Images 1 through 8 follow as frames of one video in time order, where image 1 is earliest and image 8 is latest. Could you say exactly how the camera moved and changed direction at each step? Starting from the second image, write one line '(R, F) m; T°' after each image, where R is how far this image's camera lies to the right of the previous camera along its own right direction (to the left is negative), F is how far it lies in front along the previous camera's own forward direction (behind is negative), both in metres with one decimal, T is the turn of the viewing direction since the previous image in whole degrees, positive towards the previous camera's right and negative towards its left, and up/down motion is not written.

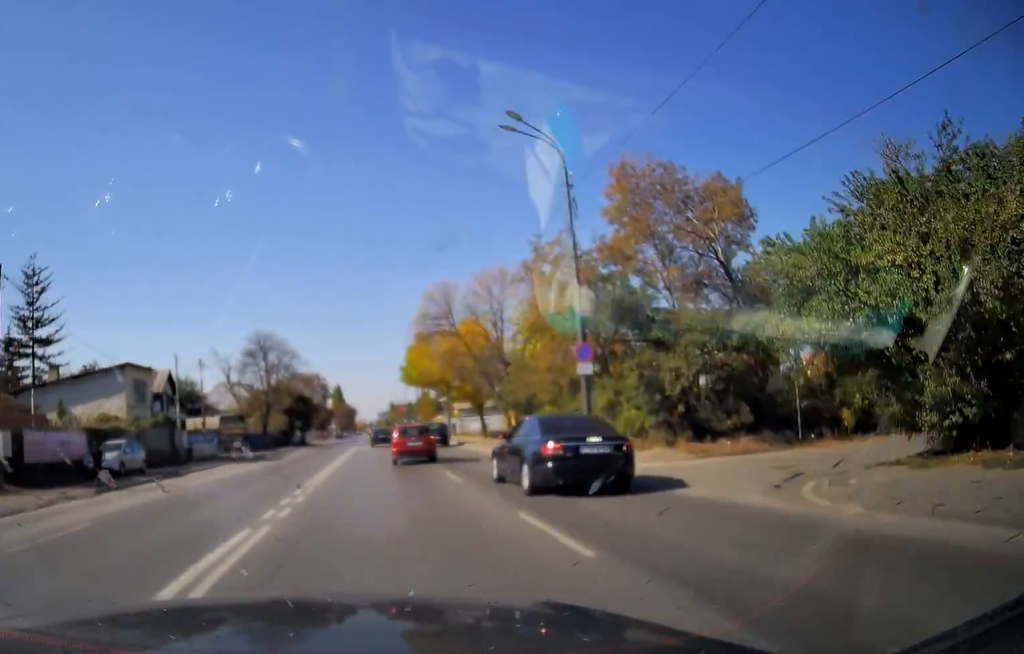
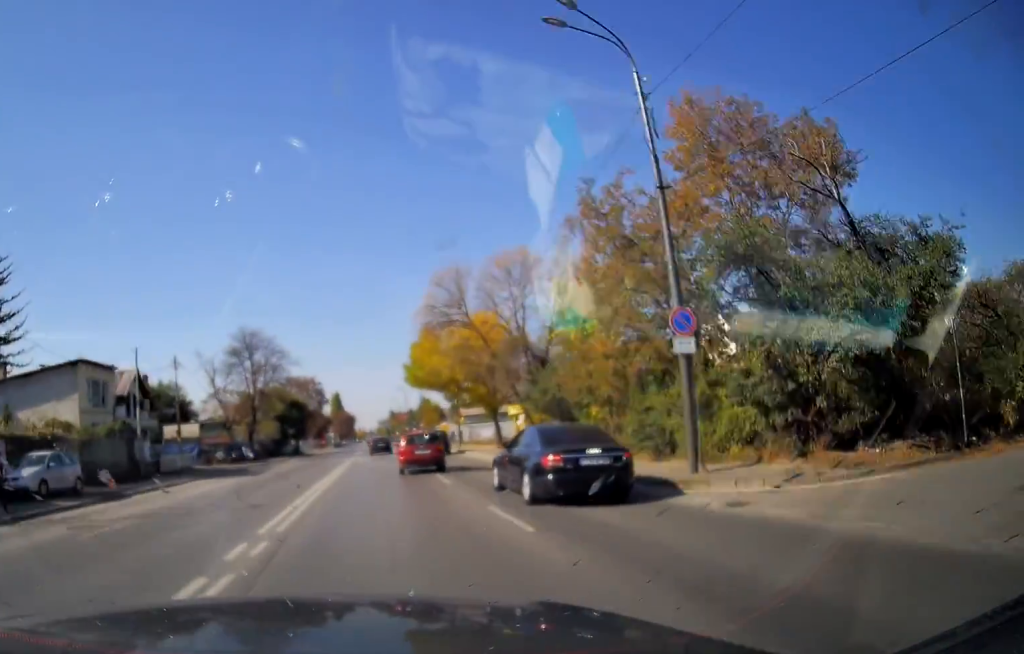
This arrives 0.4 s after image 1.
(+0.1, +6.6) m; 0°
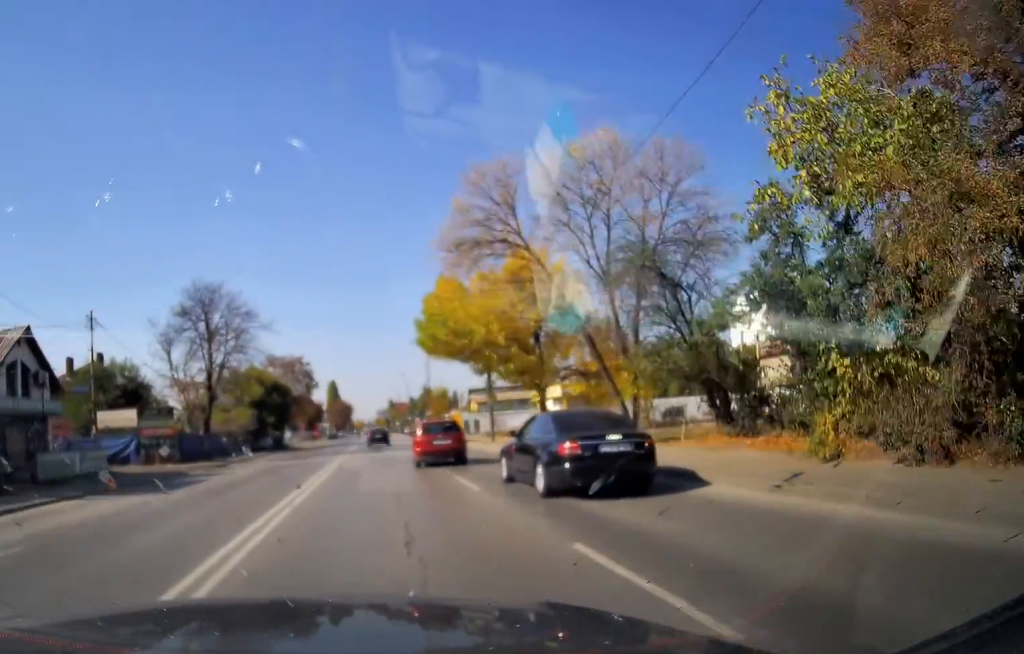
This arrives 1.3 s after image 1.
(-0.1, +13.7) m; 0°
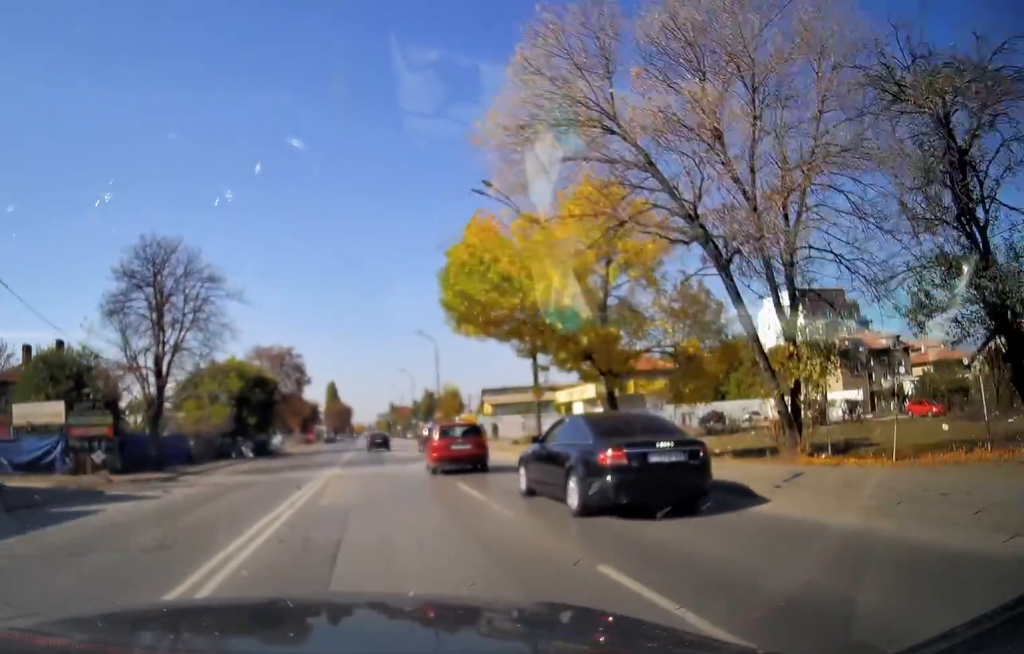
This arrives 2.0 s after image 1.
(+0.1, +9.6) m; +1°
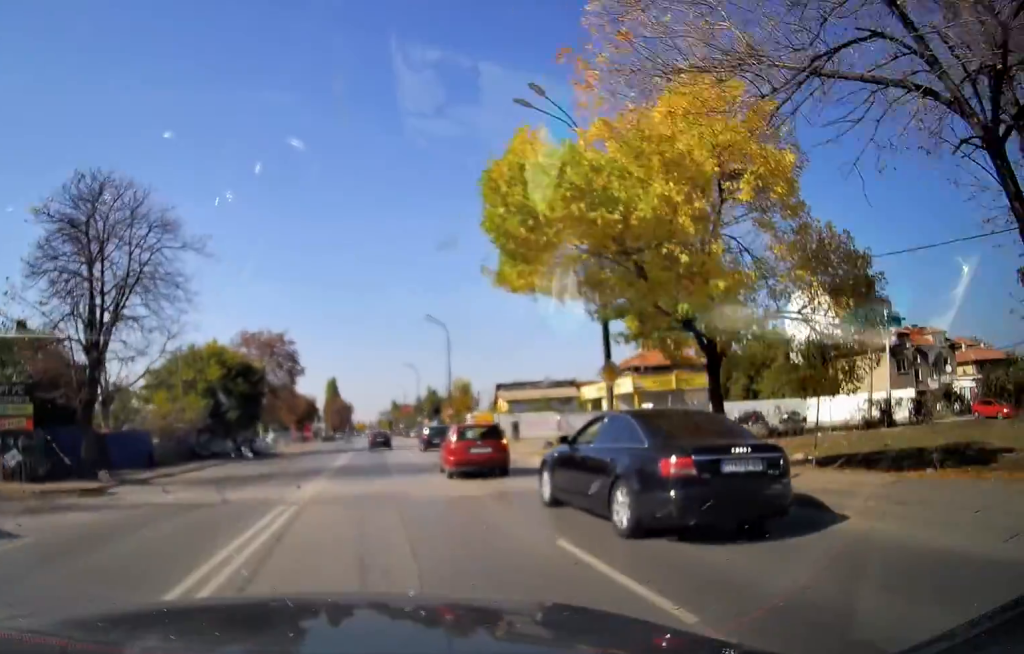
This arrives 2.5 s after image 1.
(0.0, +7.6) m; +1°
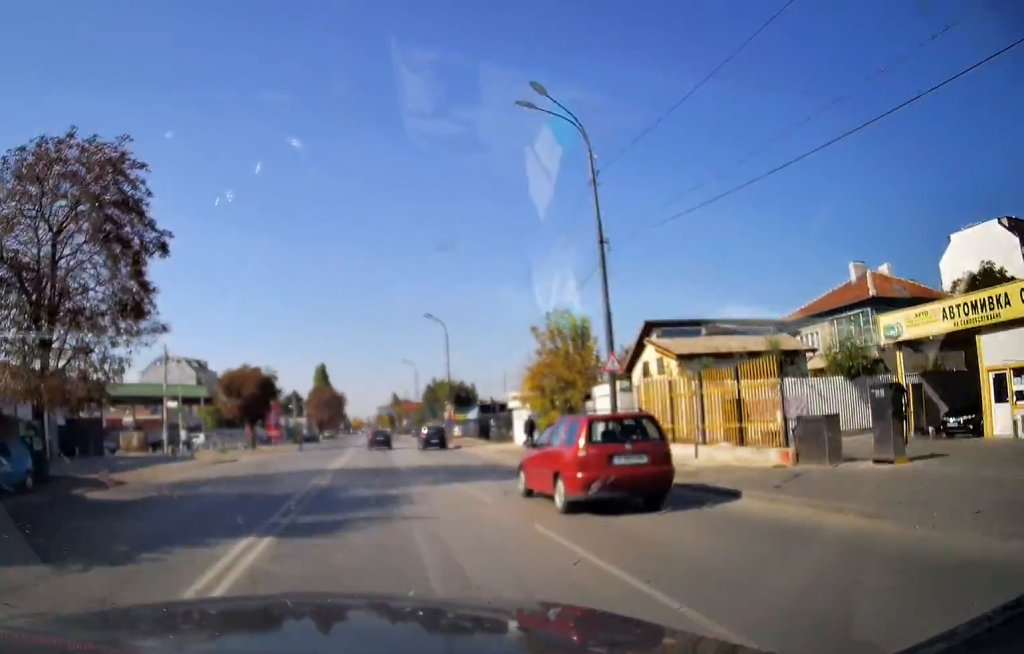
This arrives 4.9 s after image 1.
(+0.3, +37.1) m; -1°
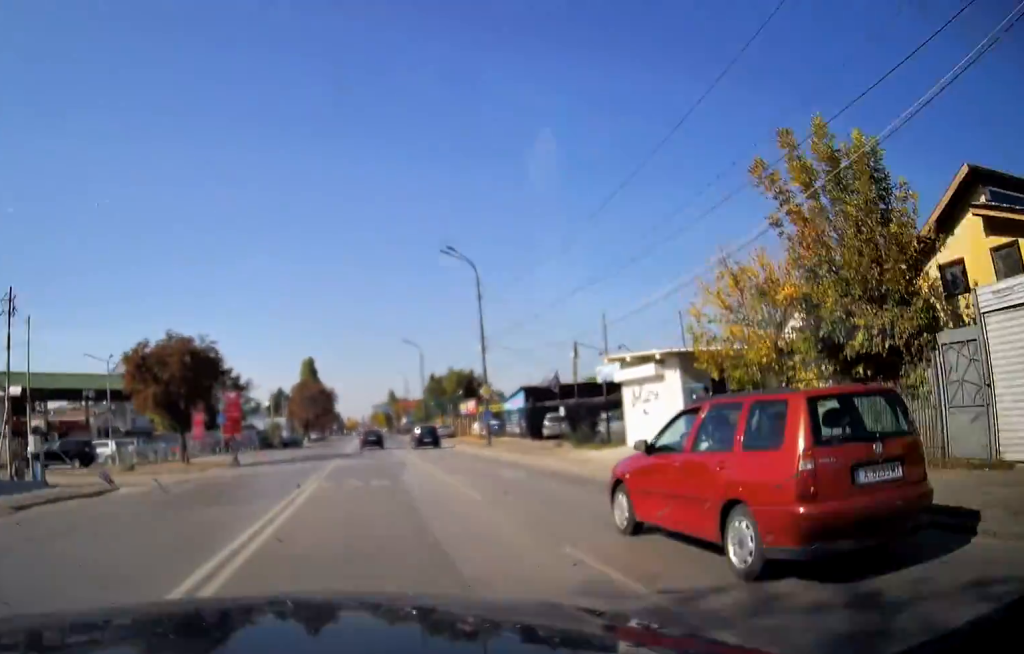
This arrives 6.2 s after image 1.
(-0.2, +19.6) m; 0°
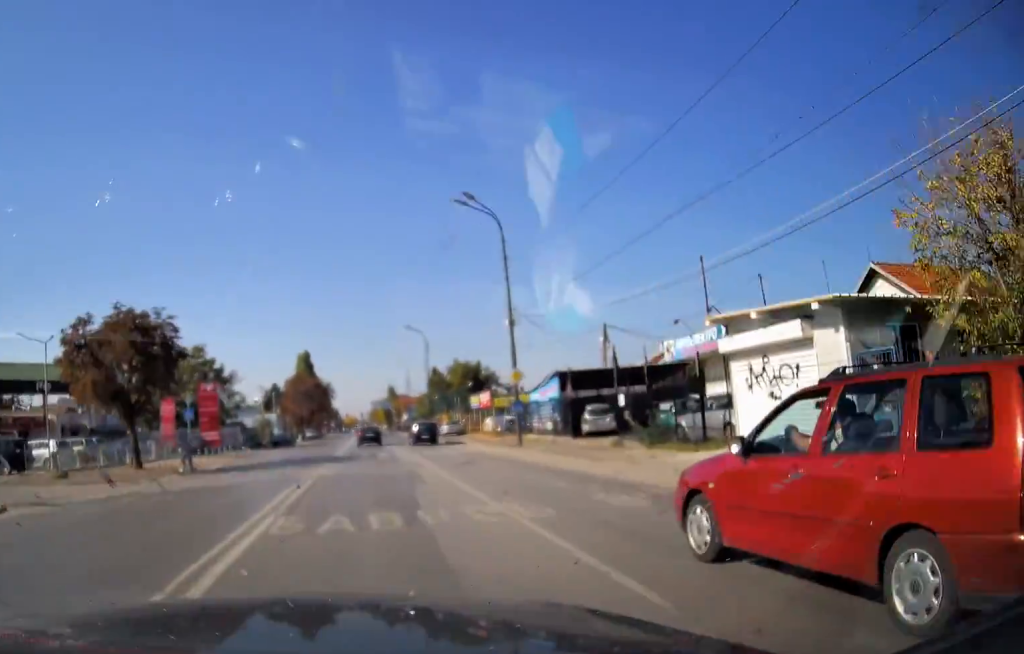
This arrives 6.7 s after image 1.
(0.0, +7.6) m; 0°
